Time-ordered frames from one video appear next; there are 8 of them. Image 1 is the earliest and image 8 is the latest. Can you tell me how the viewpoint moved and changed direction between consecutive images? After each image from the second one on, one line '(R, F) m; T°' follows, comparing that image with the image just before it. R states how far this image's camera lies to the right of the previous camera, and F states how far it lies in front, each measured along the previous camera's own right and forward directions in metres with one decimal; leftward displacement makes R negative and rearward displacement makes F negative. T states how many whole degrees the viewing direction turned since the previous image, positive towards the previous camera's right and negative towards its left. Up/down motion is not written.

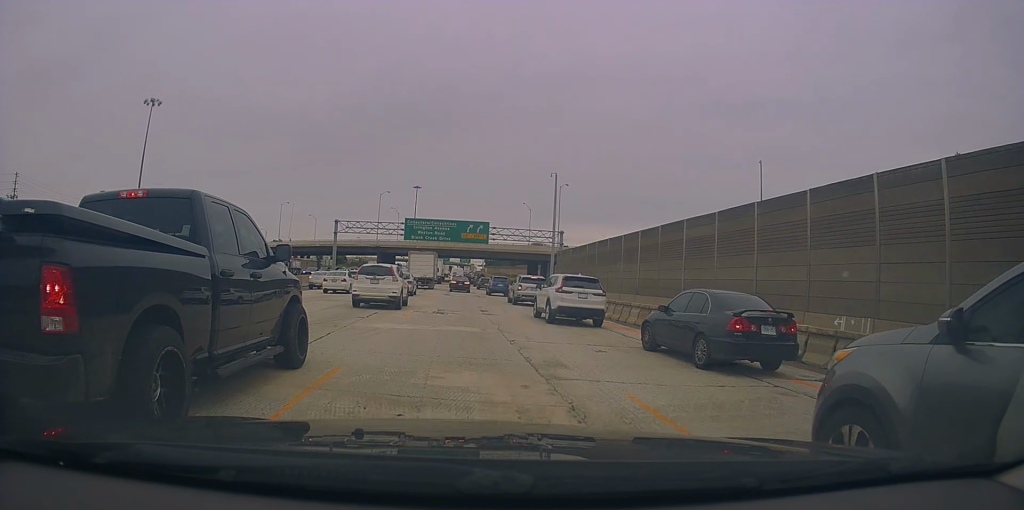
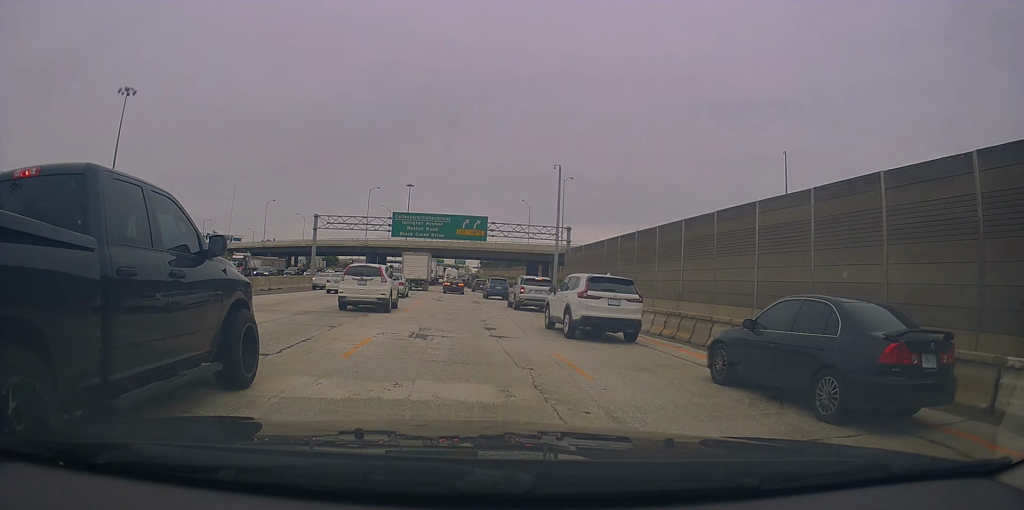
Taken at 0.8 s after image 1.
(0.0, +8.0) m; -2°
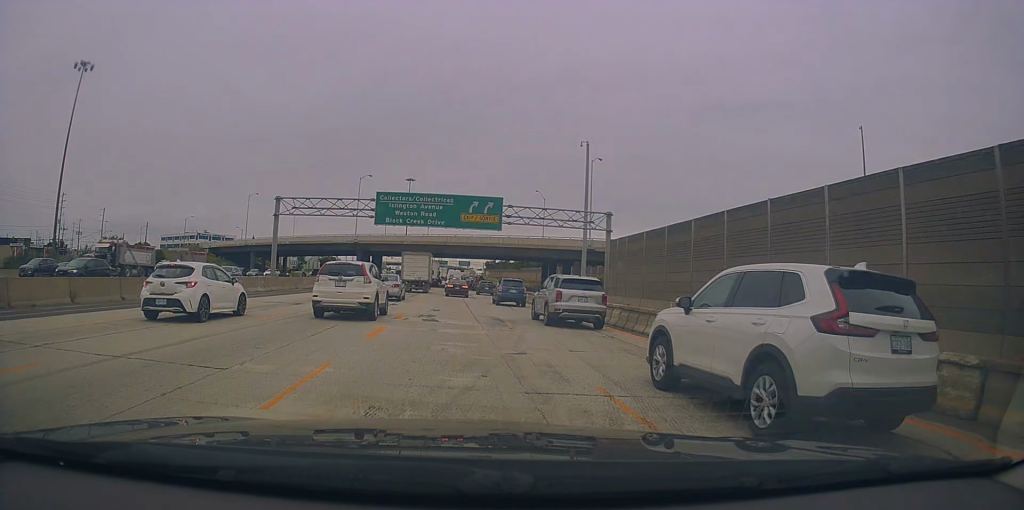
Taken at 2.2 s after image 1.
(-0.4, +15.3) m; +1°
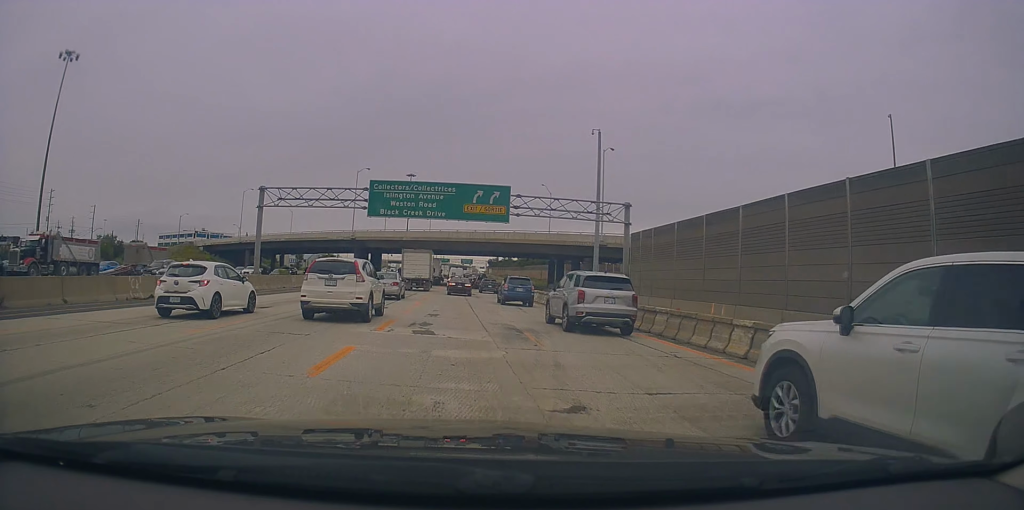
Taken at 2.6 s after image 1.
(+0.4, +4.7) m; -1°
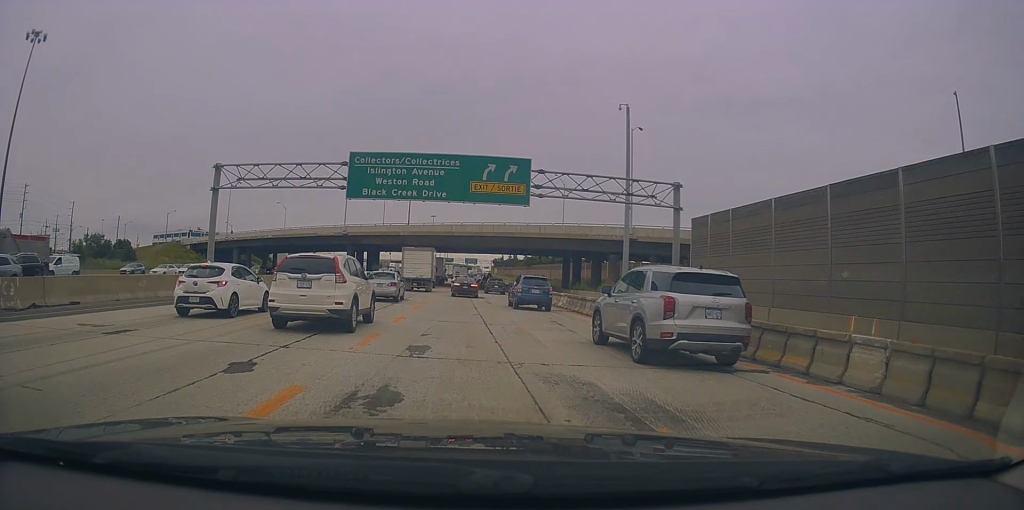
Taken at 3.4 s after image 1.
(0.0, +9.4) m; -1°
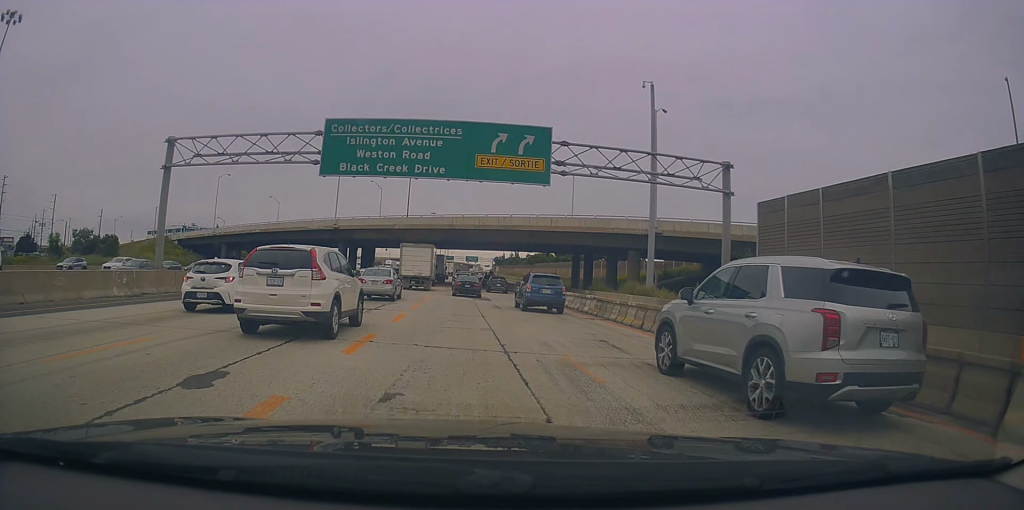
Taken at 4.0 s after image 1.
(-0.6, +6.7) m; -1°
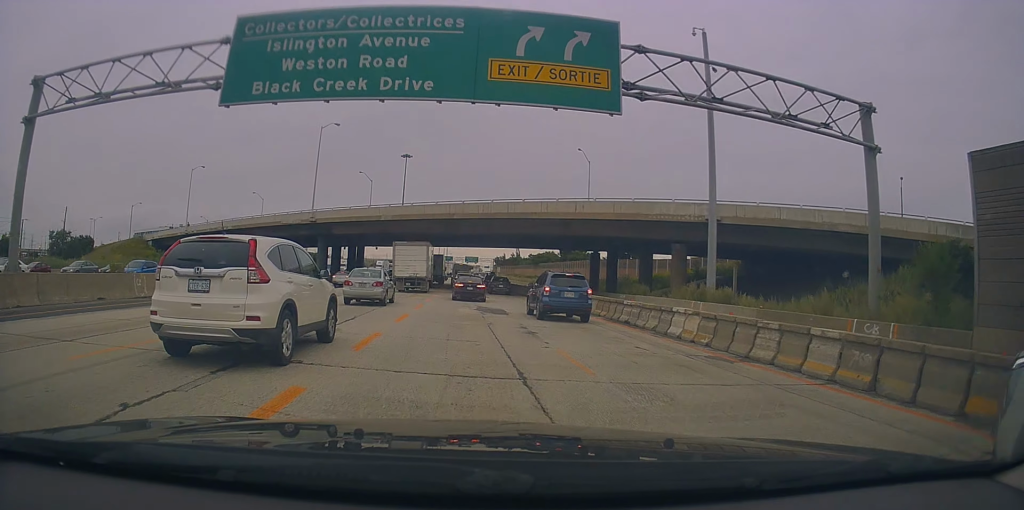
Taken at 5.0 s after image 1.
(+0.7, +11.5) m; +3°
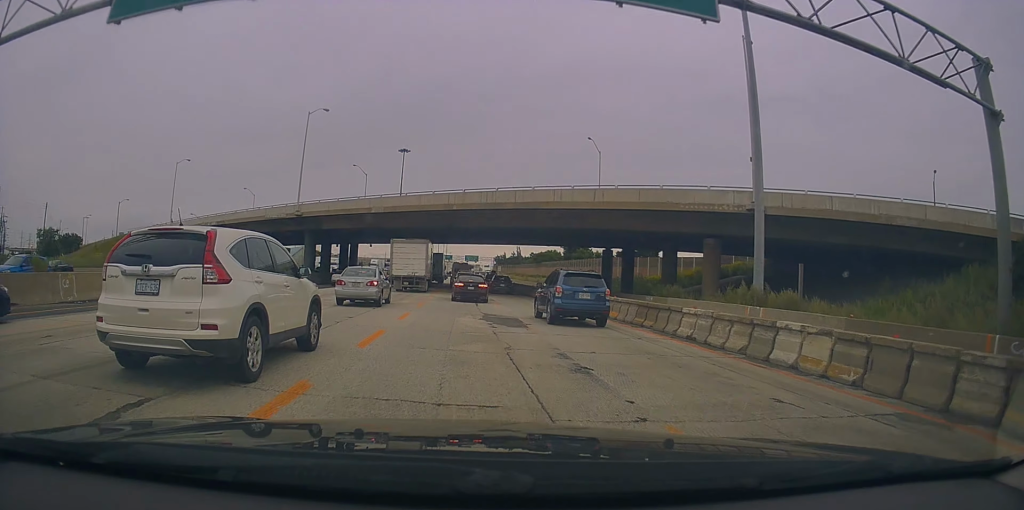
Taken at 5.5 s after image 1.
(-0.1, +5.8) m; -1°
